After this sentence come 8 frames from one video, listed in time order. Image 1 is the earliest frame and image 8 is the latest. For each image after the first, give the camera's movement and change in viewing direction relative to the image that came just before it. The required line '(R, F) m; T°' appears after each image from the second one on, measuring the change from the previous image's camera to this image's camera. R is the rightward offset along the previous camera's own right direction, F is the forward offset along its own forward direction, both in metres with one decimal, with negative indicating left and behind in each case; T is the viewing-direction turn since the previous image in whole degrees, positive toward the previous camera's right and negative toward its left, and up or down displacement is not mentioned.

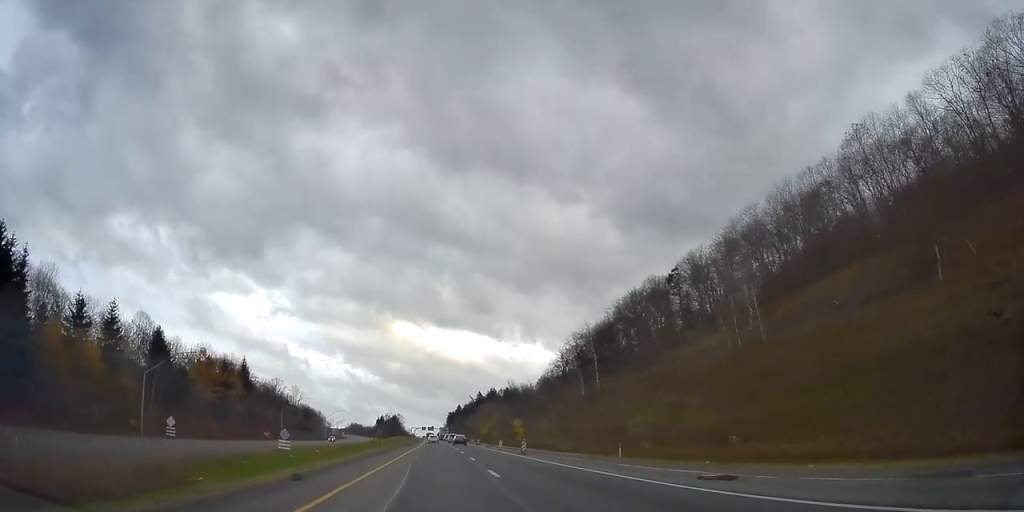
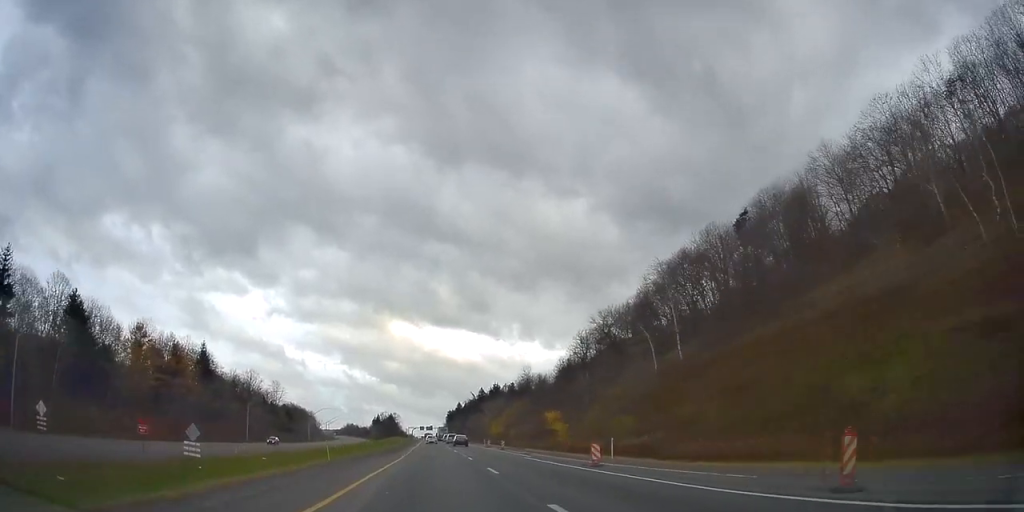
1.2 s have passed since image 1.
(-0.2, +35.2) m; -1°
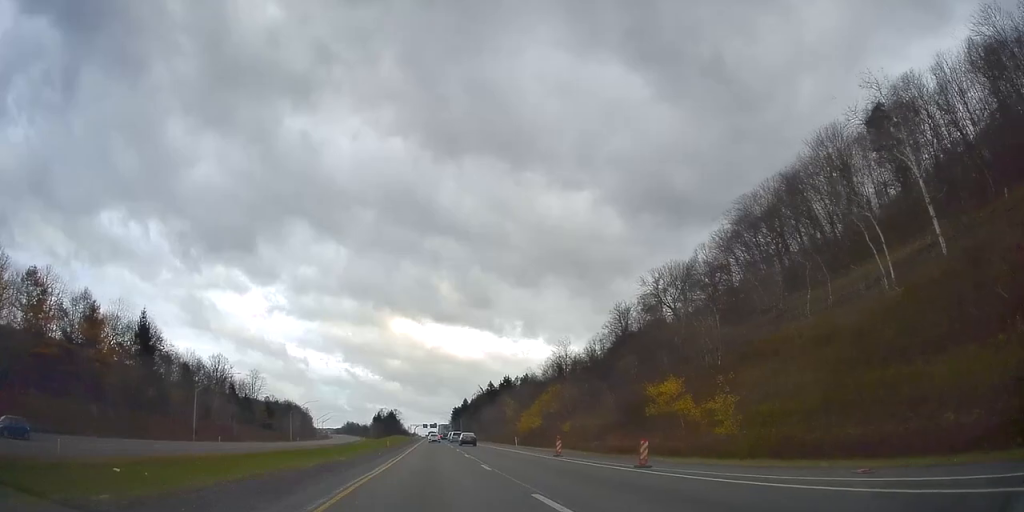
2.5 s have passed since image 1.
(-0.3, +39.1) m; +1°
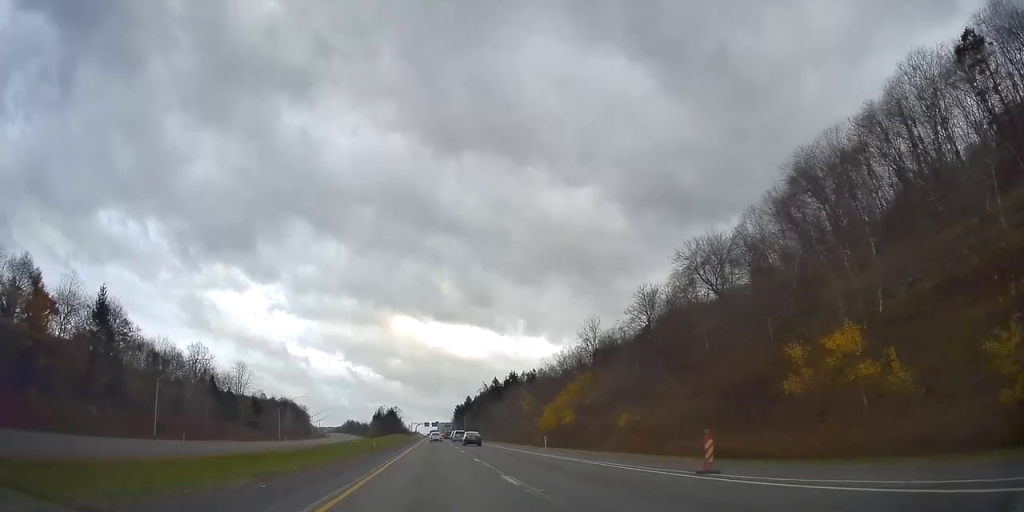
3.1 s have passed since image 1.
(+0.5, +18.7) m; 0°
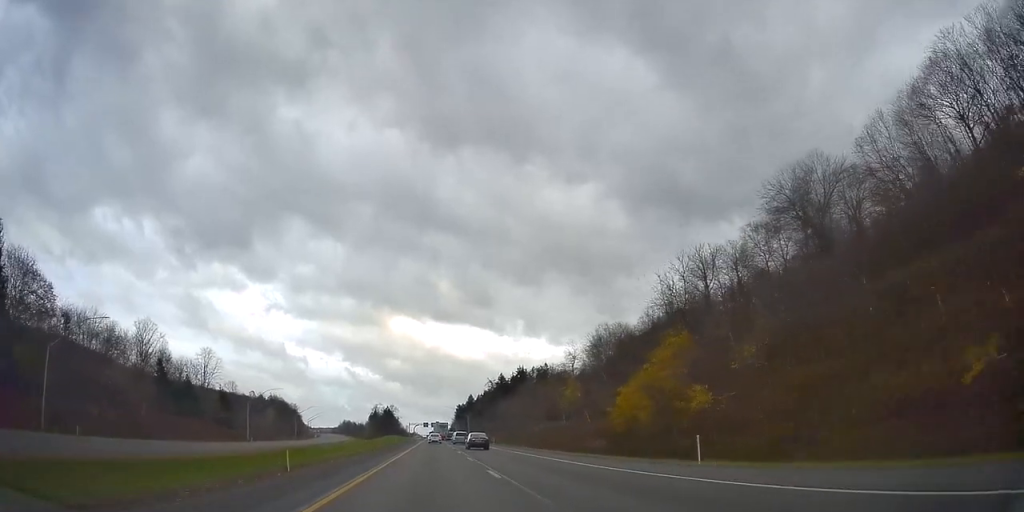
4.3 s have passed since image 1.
(-0.3, +33.4) m; -1°
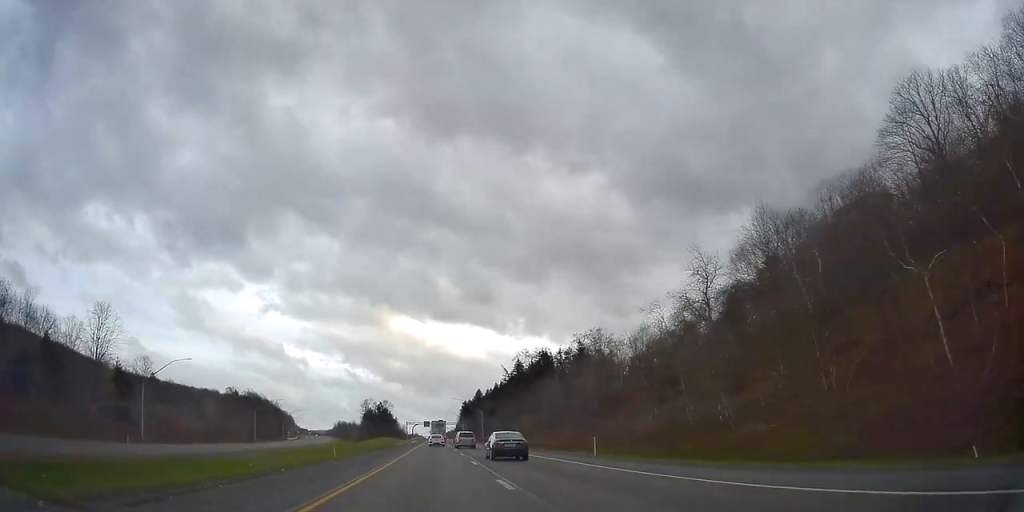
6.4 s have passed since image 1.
(+0.2, +63.7) m; 0°
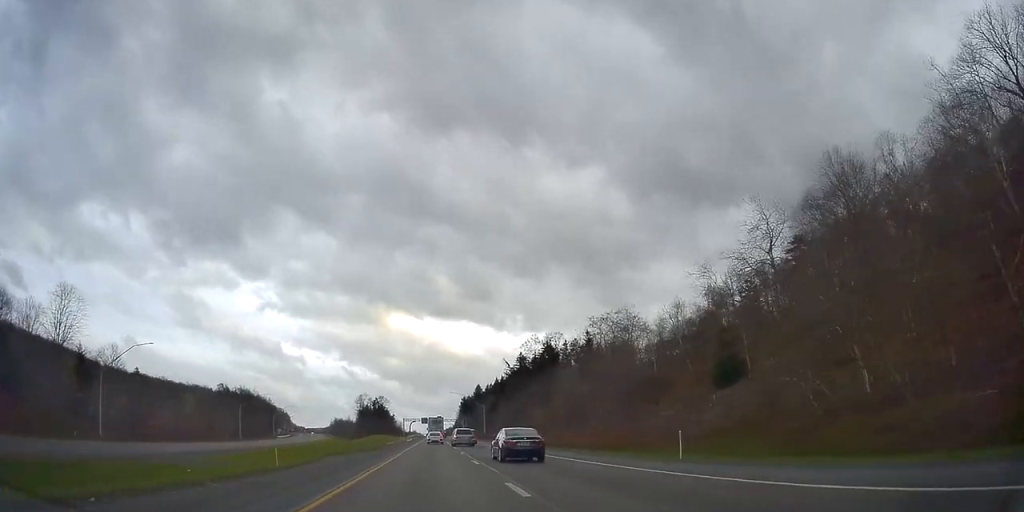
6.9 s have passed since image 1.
(-0.2, +14.3) m; 0°
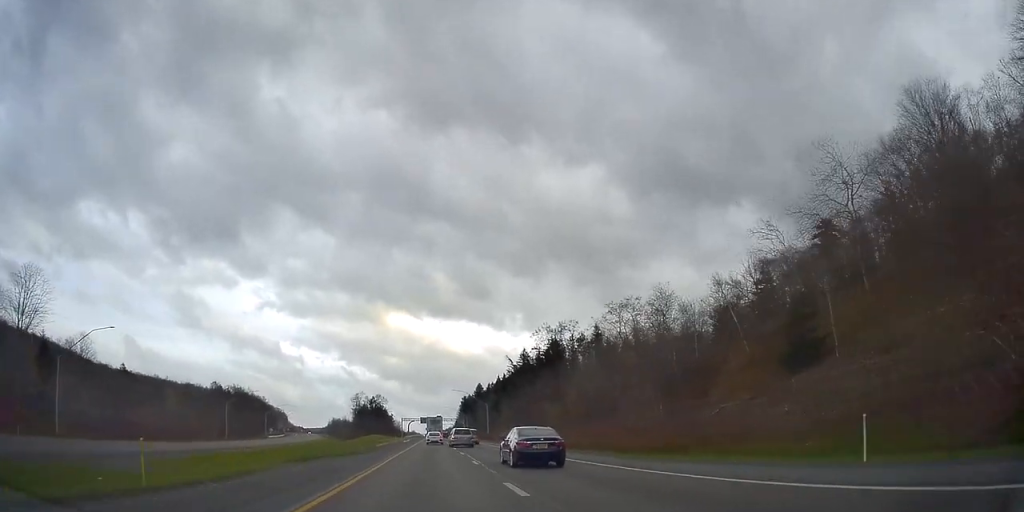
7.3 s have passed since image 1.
(-0.2, +12.3) m; 0°
